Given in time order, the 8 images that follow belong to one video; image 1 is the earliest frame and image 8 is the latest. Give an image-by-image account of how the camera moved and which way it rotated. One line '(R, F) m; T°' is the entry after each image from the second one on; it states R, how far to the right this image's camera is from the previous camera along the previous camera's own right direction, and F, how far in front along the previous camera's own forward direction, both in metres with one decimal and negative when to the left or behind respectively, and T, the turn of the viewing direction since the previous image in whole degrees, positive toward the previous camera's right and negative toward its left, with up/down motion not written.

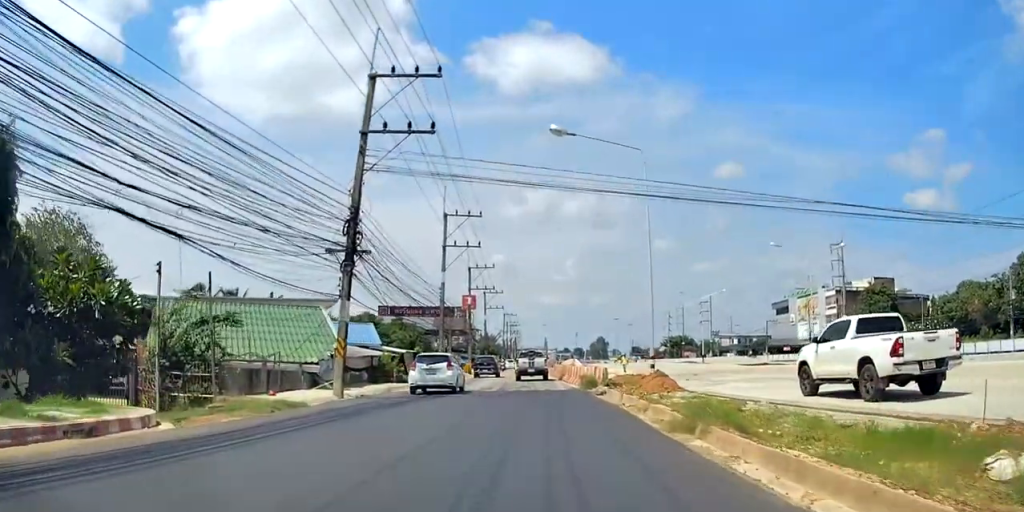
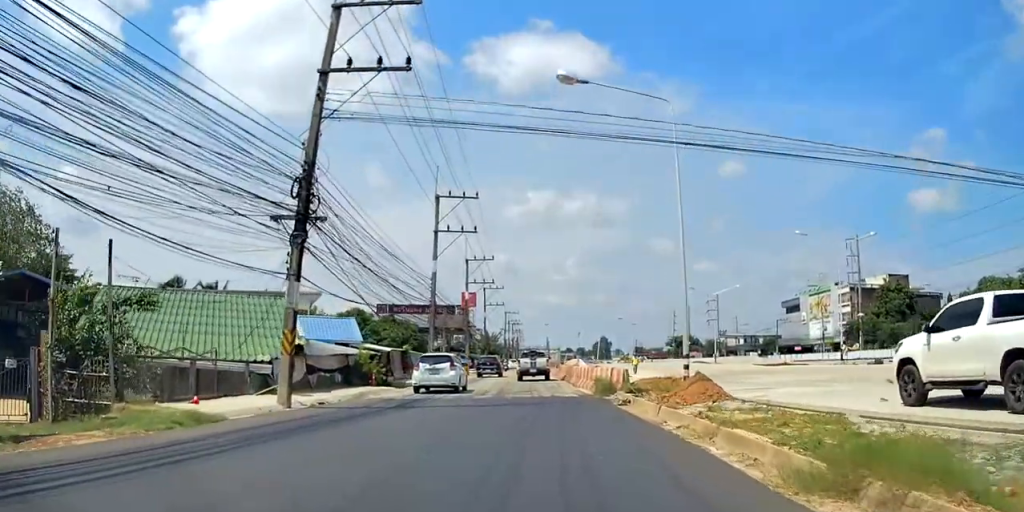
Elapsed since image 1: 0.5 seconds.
(-0.1, +4.4) m; -1°
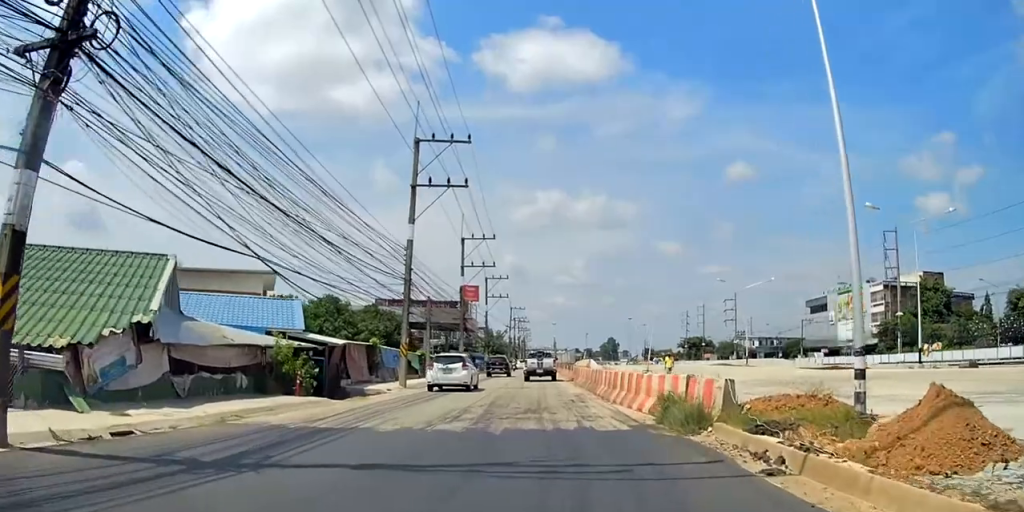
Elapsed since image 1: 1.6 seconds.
(+0.2, +9.7) m; +5°
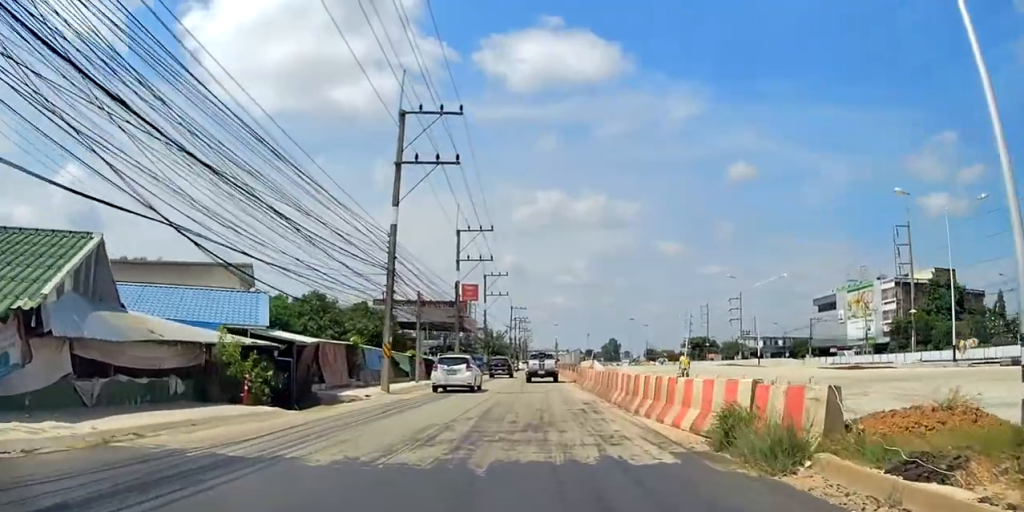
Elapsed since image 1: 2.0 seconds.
(+0.7, +3.5) m; -1°
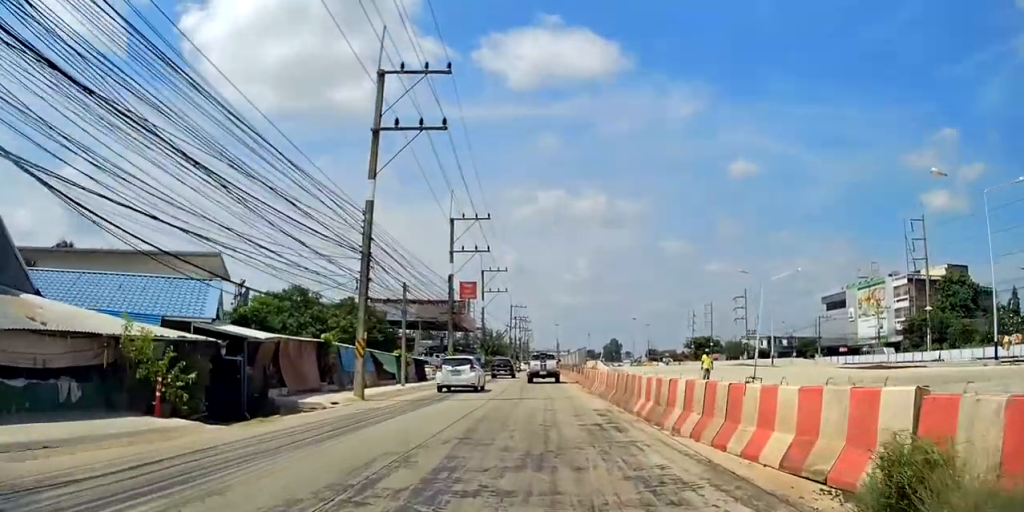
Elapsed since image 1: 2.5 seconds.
(+0.2, +3.9) m; -2°
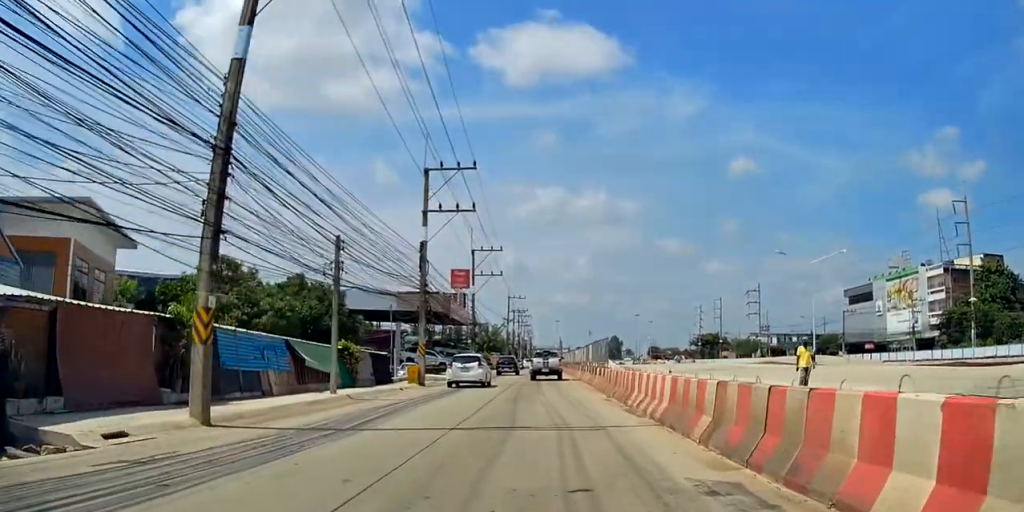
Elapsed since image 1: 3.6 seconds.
(-1.6, +10.1) m; -4°
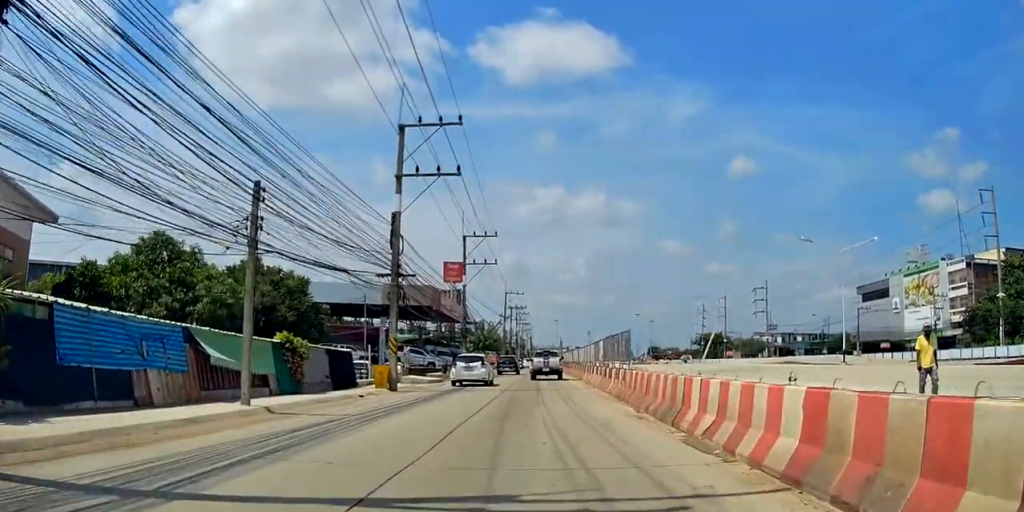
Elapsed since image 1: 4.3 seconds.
(+0.3, +6.1) m; +5°
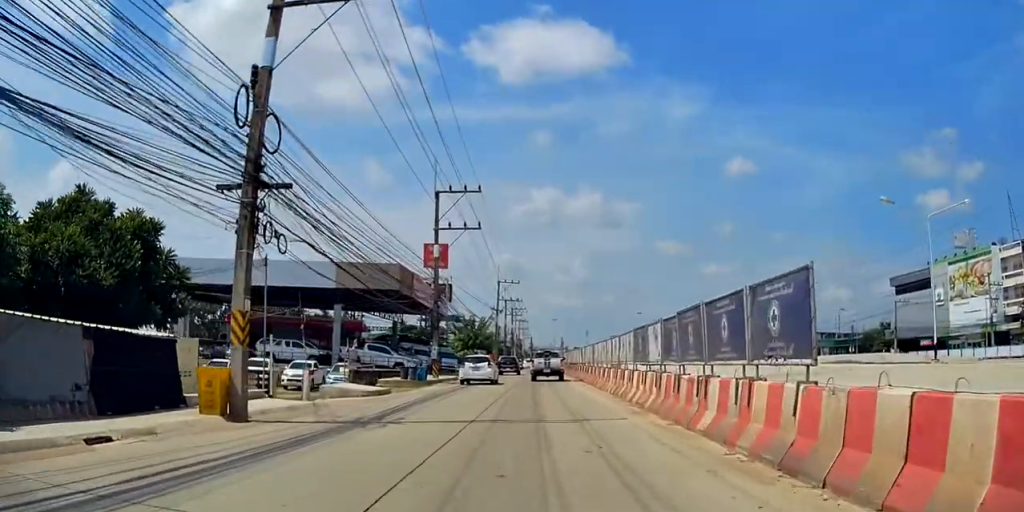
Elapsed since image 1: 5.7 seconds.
(+0.6, +12.4) m; +2°
